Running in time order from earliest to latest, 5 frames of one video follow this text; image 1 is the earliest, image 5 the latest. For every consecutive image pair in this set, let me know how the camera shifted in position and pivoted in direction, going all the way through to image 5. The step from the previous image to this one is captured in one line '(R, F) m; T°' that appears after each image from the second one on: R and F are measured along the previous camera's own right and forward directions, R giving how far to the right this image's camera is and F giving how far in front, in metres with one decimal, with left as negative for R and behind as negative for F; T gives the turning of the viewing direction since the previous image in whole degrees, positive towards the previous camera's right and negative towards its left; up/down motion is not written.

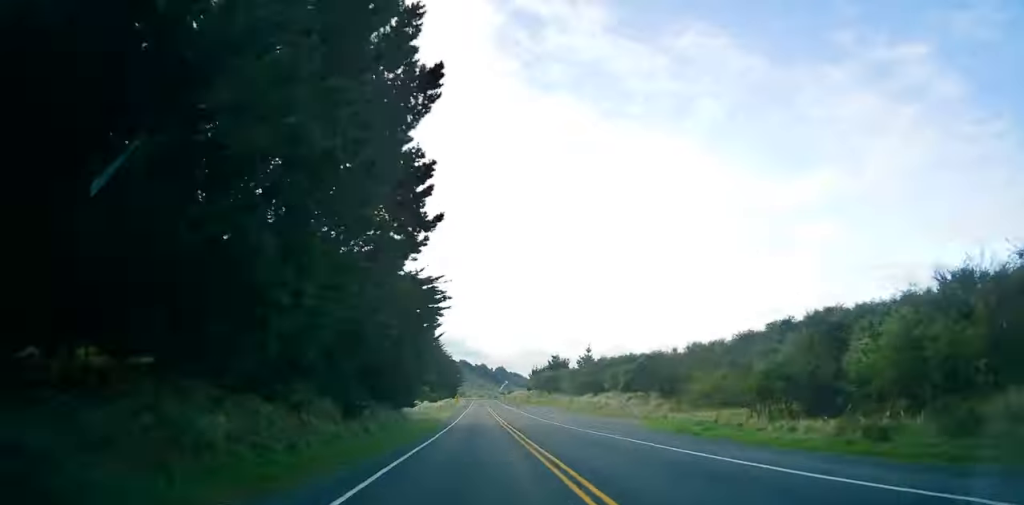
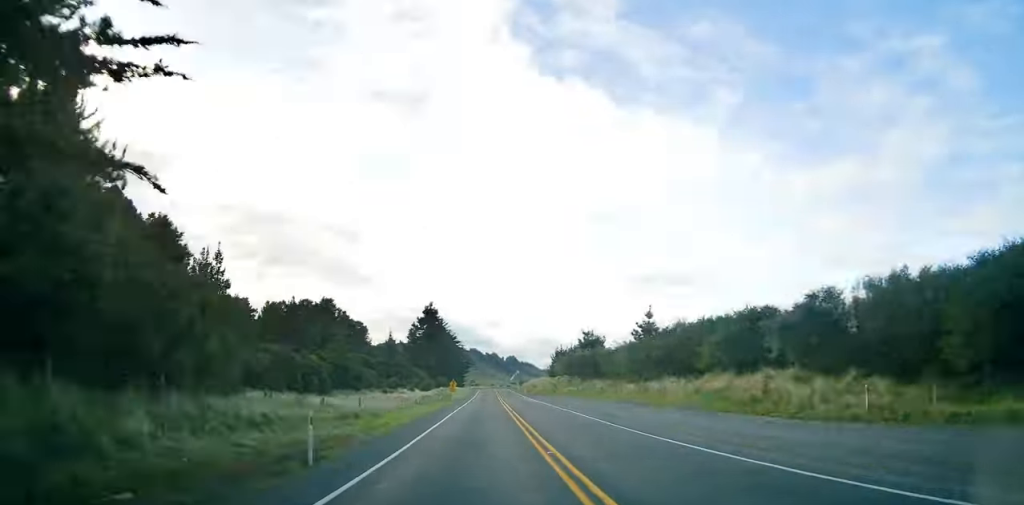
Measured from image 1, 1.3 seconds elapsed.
(0.0, +38.3) m; 0°
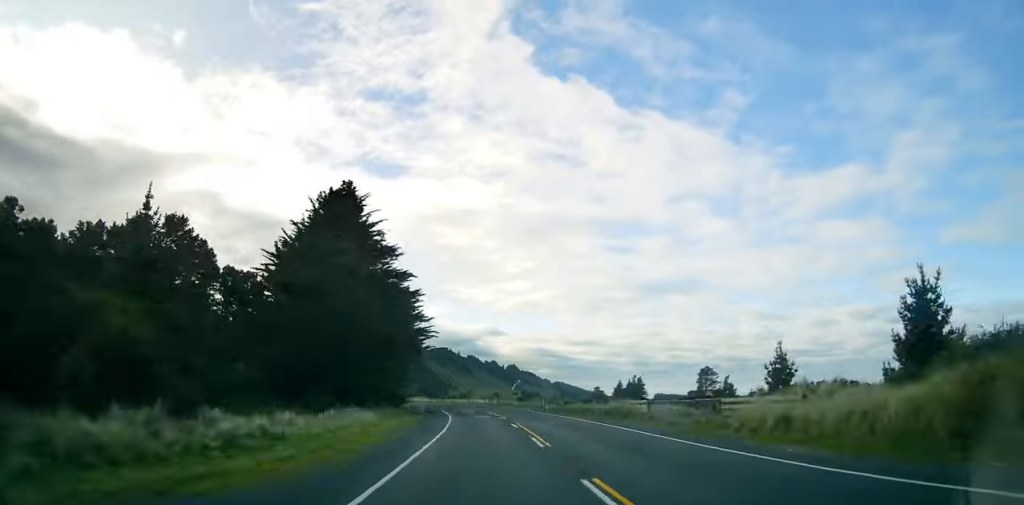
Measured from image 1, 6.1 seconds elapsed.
(-3.7, +139.3) m; -8°
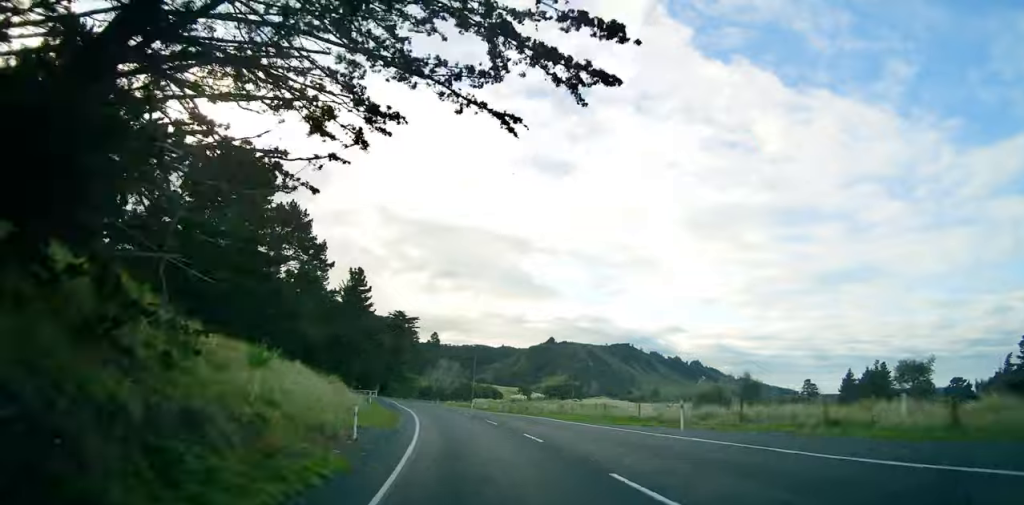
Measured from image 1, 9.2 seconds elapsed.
(-10.1, +87.8) m; -12°
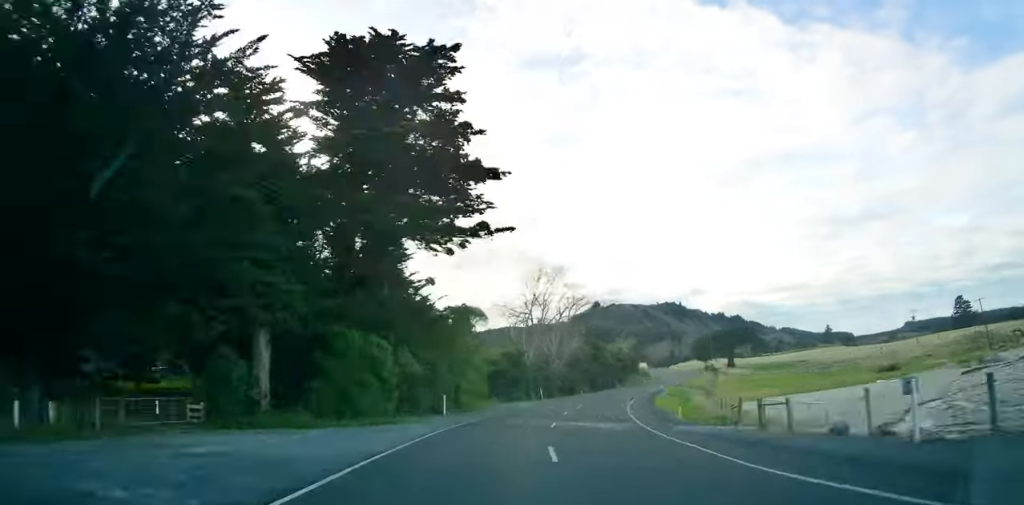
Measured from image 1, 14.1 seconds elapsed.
(-1.7, +138.2) m; +9°
